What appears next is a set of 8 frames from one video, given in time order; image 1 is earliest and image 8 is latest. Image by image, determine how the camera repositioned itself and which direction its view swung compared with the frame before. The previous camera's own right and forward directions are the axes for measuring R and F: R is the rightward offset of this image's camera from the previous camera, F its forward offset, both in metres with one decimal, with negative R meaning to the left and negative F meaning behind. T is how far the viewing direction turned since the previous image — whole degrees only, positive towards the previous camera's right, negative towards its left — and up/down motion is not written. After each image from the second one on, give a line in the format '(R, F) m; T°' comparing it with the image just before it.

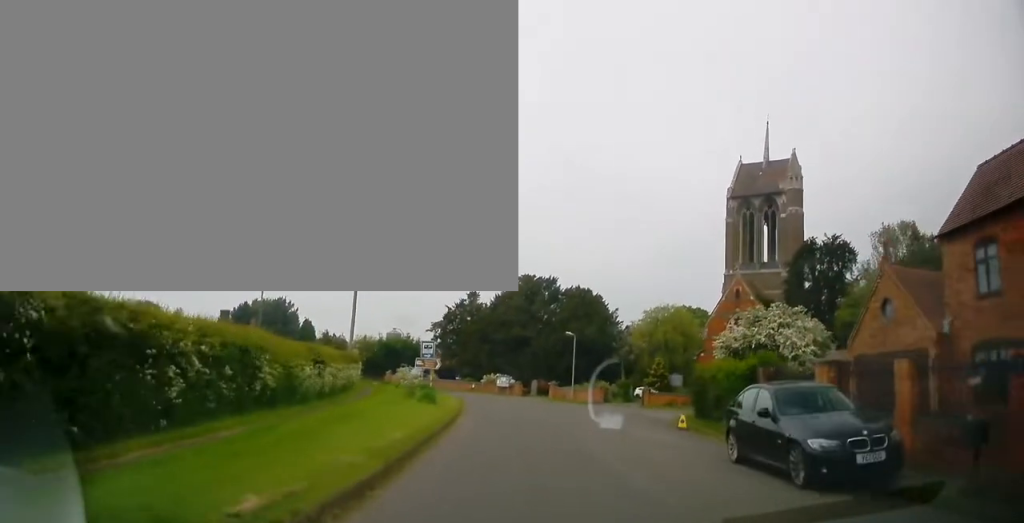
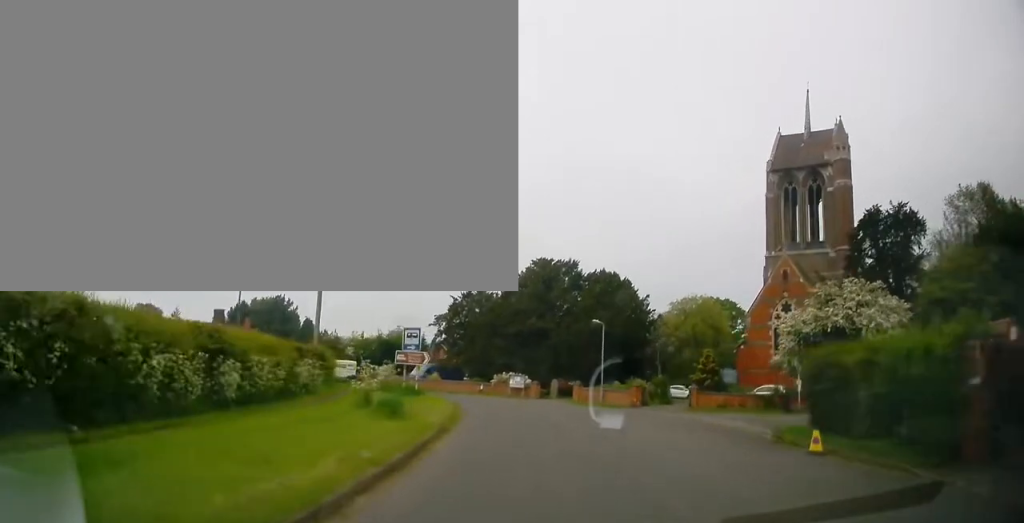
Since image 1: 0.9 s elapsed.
(+0.1, +8.8) m; 0°
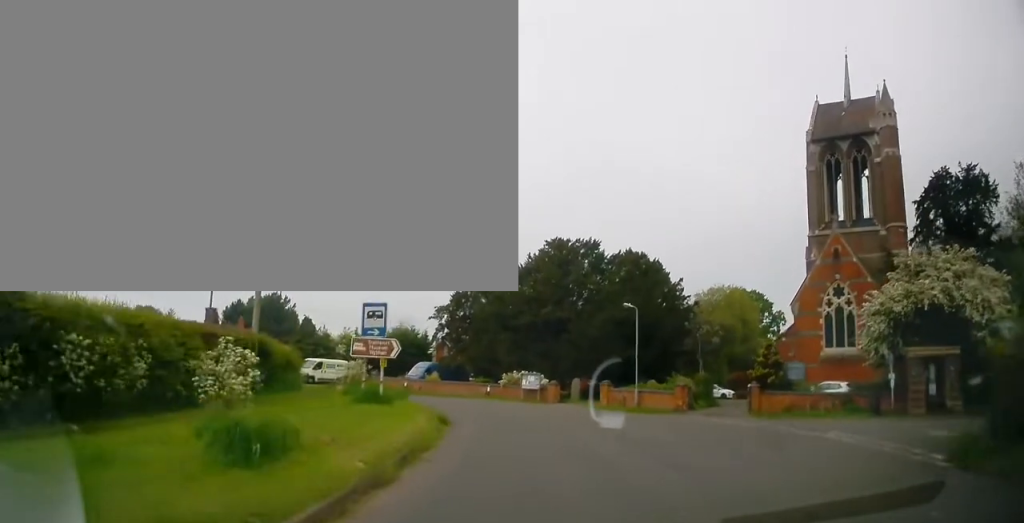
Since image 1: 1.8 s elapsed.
(-0.1, +7.5) m; -2°
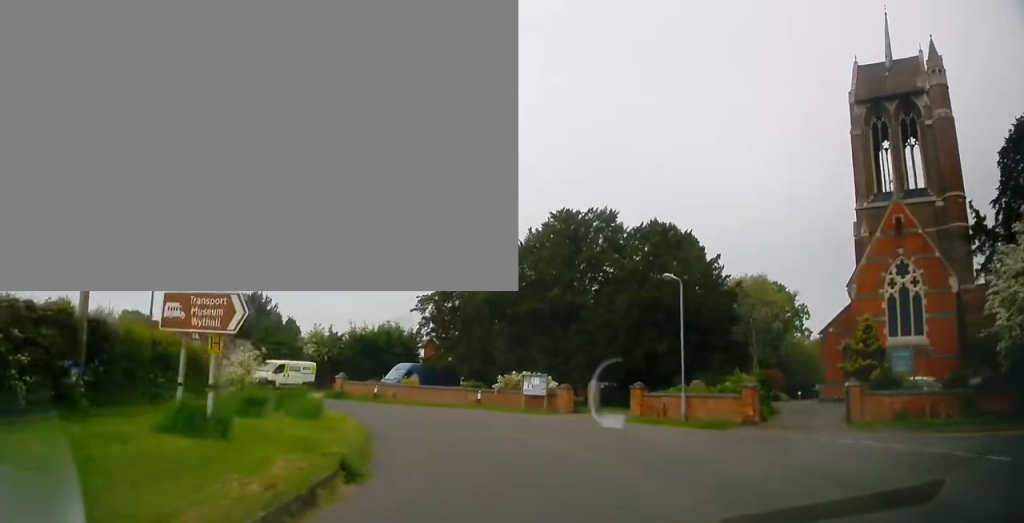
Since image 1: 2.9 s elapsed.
(-0.3, +8.8) m; -3°
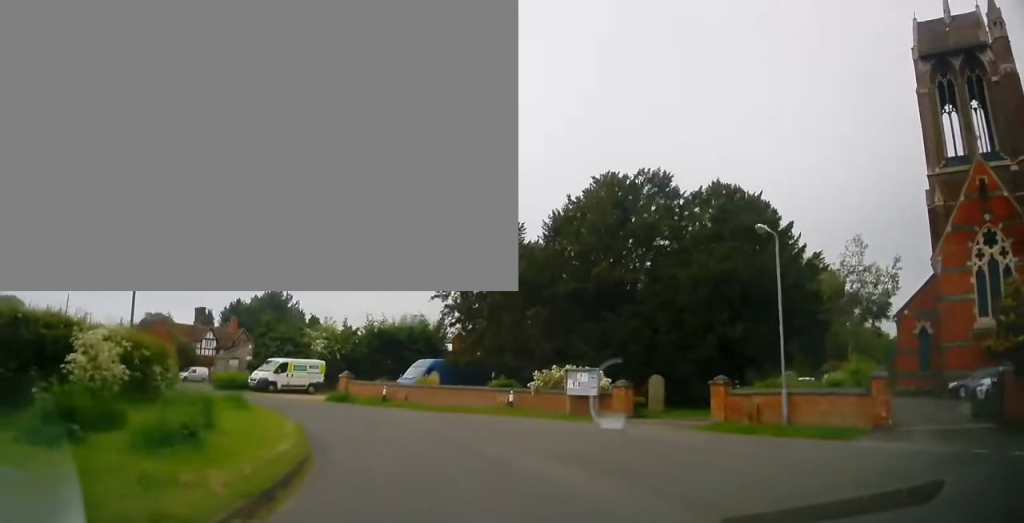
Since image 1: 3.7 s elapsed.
(0.0, +6.2) m; -4°
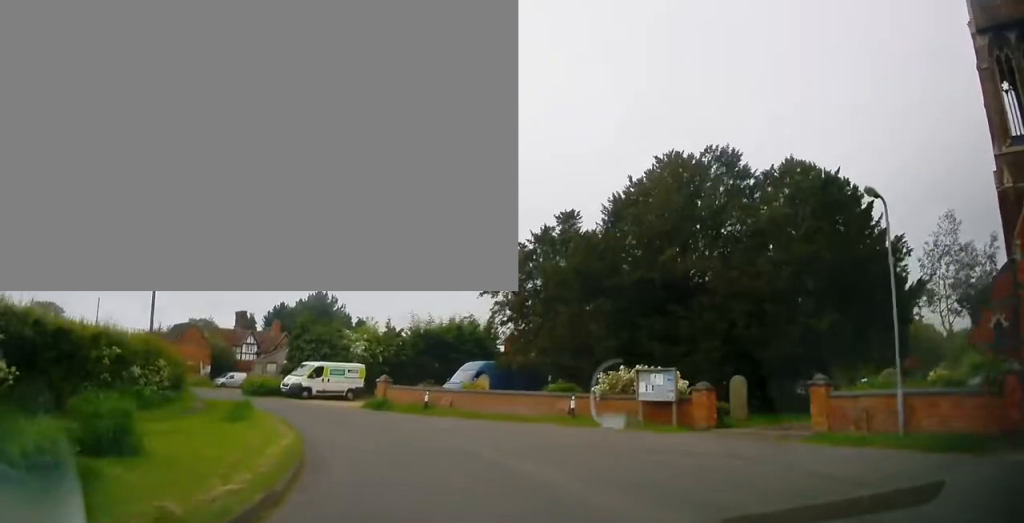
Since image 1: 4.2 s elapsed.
(+0.2, +3.4) m; -3°
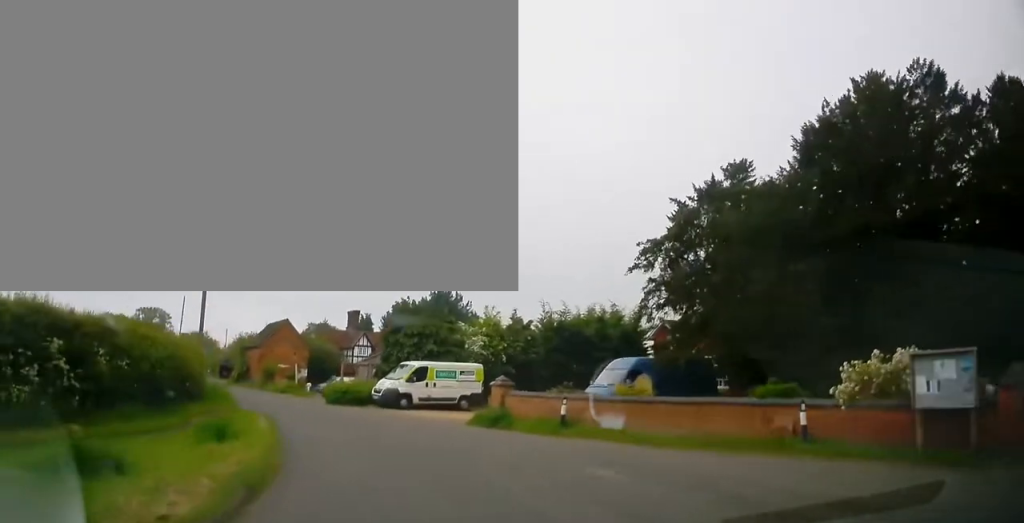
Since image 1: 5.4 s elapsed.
(-1.1, +7.9) m; -12°
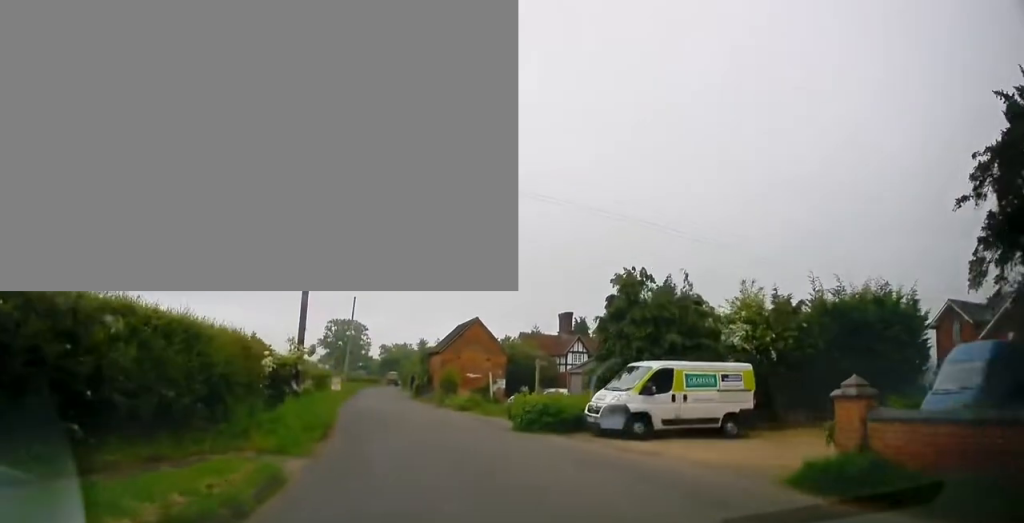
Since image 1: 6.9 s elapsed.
(-1.8, +10.0) m; -21°
